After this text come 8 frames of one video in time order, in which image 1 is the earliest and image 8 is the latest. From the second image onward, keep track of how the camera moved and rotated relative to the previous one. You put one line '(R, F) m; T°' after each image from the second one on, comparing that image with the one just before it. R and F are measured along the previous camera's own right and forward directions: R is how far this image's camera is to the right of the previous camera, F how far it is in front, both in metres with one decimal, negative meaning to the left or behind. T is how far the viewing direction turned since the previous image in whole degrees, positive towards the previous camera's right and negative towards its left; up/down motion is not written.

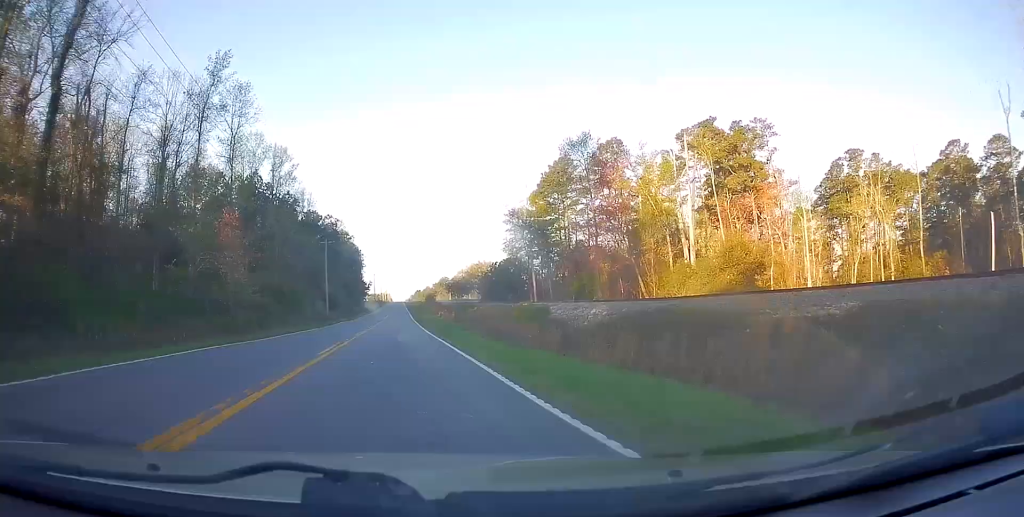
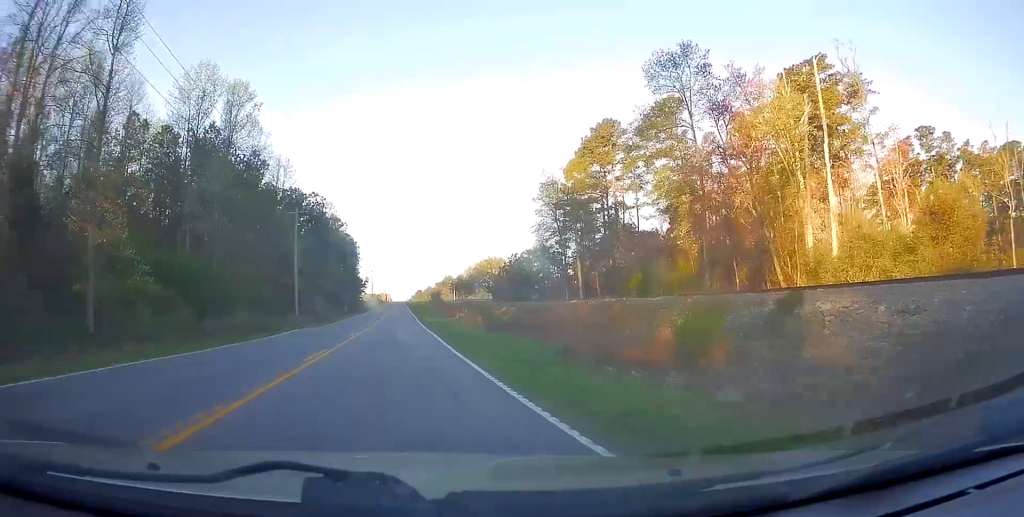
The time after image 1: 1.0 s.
(-0.2, +25.6) m; 0°
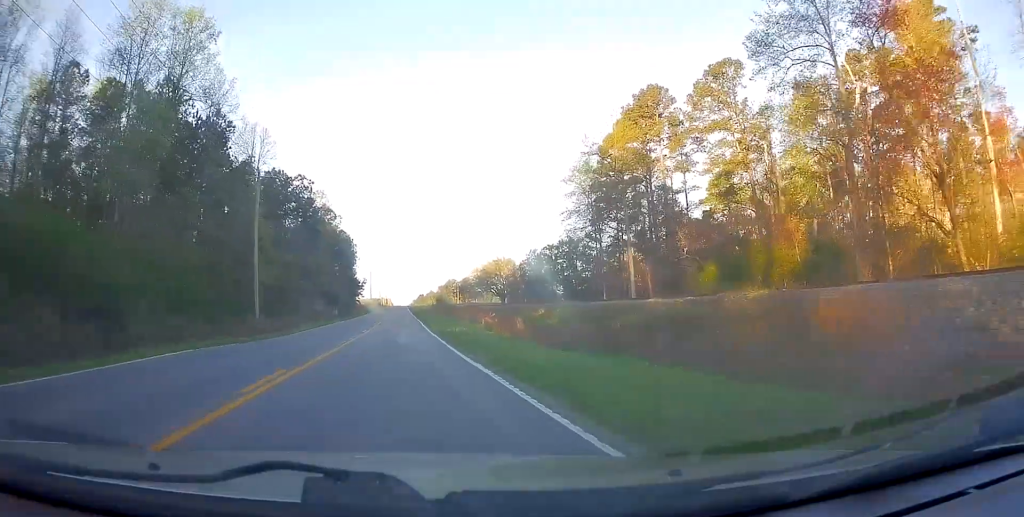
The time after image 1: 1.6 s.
(0.0, +17.3) m; 0°
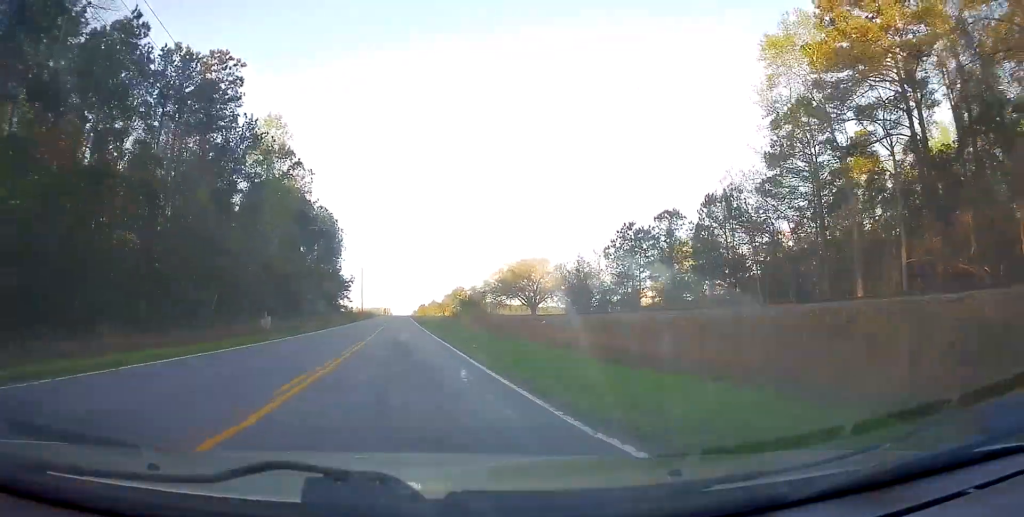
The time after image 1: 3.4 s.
(0.0, +47.3) m; 0°
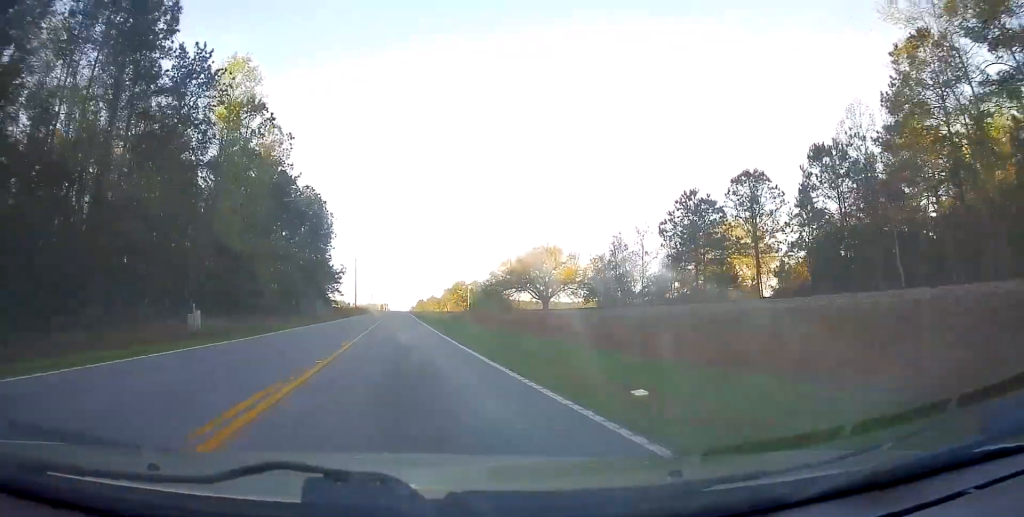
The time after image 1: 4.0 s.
(0.0, +16.0) m; 0°
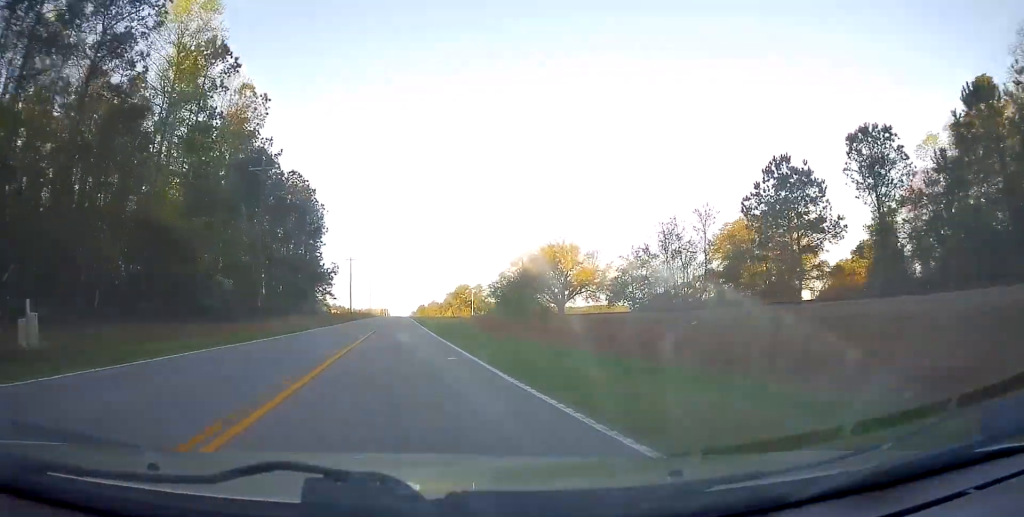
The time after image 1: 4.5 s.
(0.0, +14.6) m; 0°
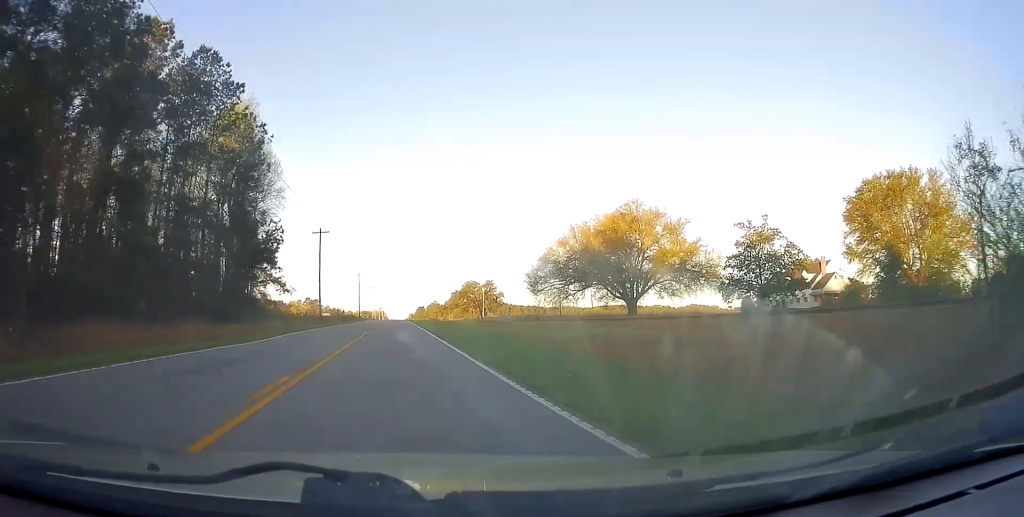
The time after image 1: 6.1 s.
(0.0, +45.0) m; 0°
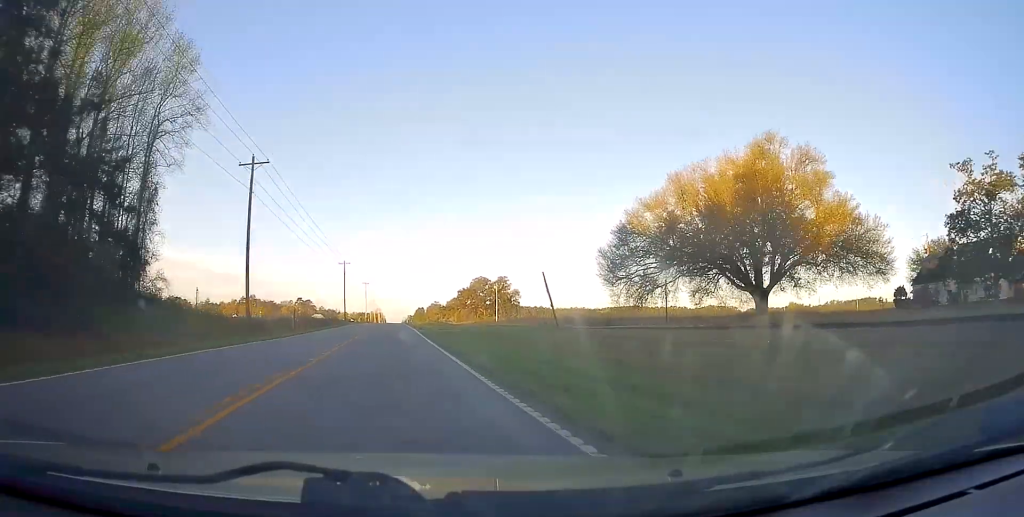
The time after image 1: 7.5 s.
(-0.1, +37.3) m; +1°
